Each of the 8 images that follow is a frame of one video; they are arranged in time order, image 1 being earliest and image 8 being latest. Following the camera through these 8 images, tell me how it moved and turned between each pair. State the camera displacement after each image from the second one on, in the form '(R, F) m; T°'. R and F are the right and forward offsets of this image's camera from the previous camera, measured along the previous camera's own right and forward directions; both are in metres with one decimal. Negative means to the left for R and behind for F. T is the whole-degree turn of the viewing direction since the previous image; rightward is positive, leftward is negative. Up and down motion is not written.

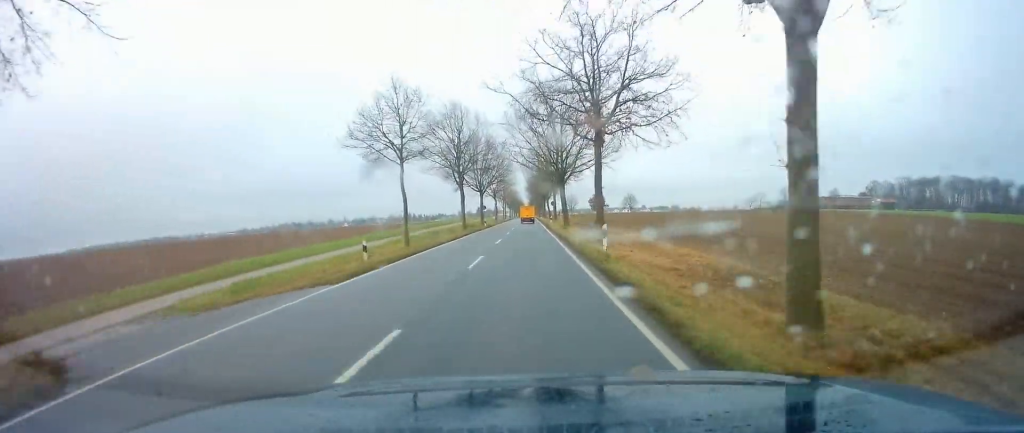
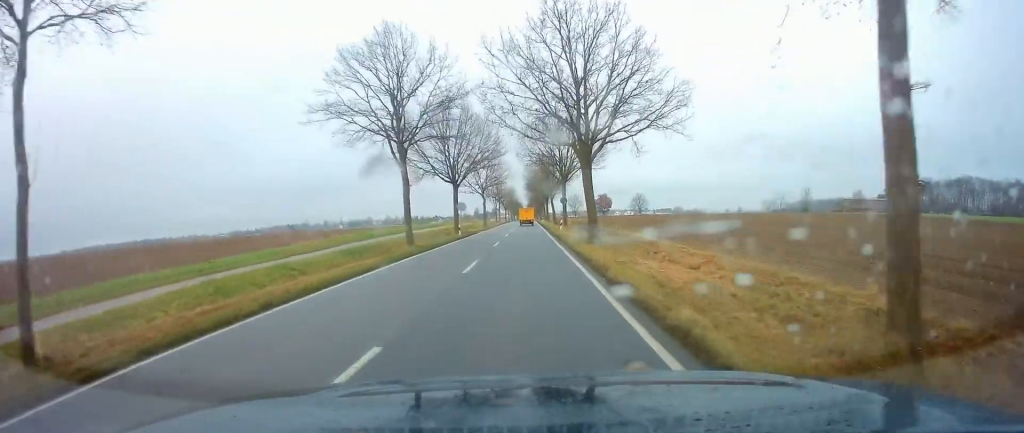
(-0.1, +24.7) m; 0°
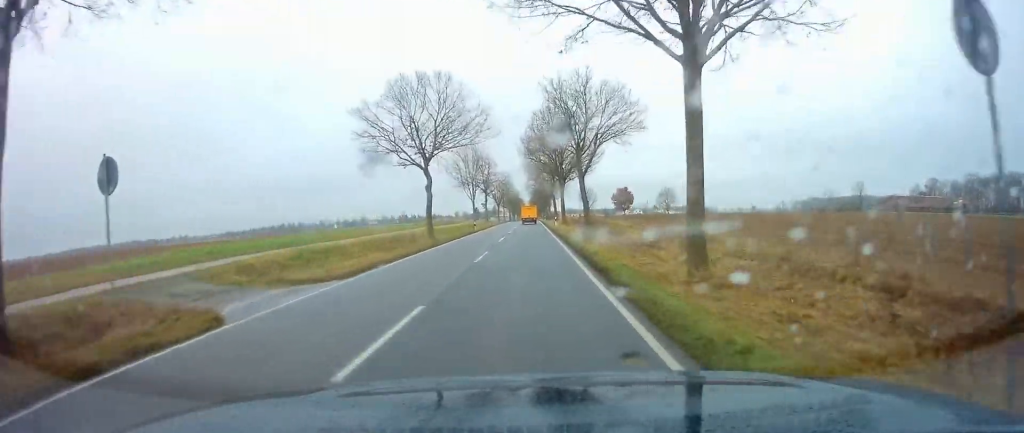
(+0.4, +44.9) m; 0°
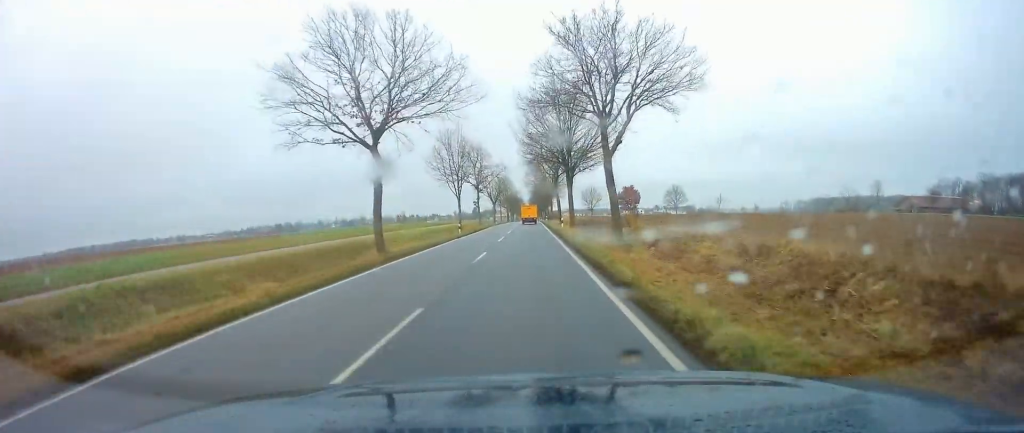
(-0.2, +12.1) m; 0°
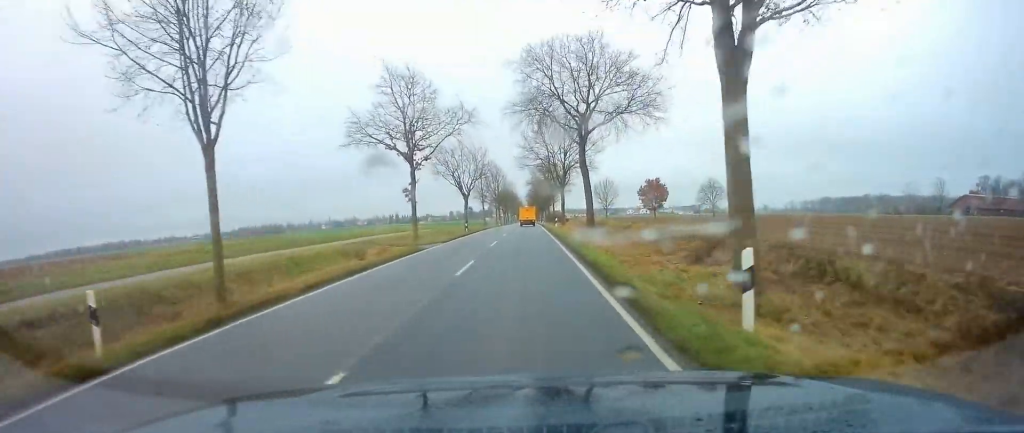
(+0.2, +39.0) m; +1°
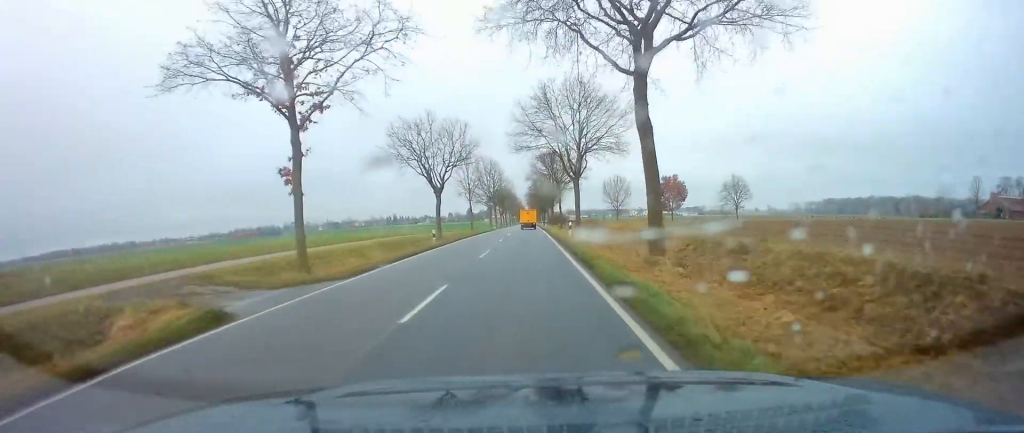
(0.0, +17.3) m; 0°
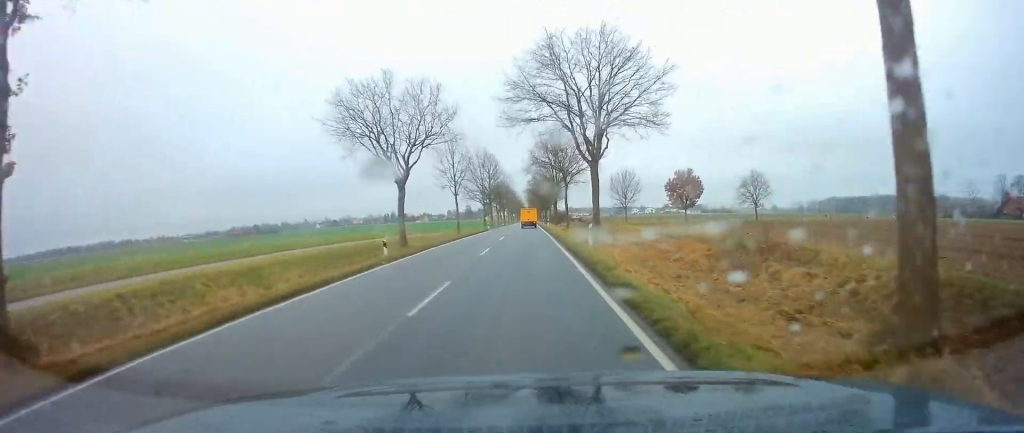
(0.0, +11.5) m; 0°
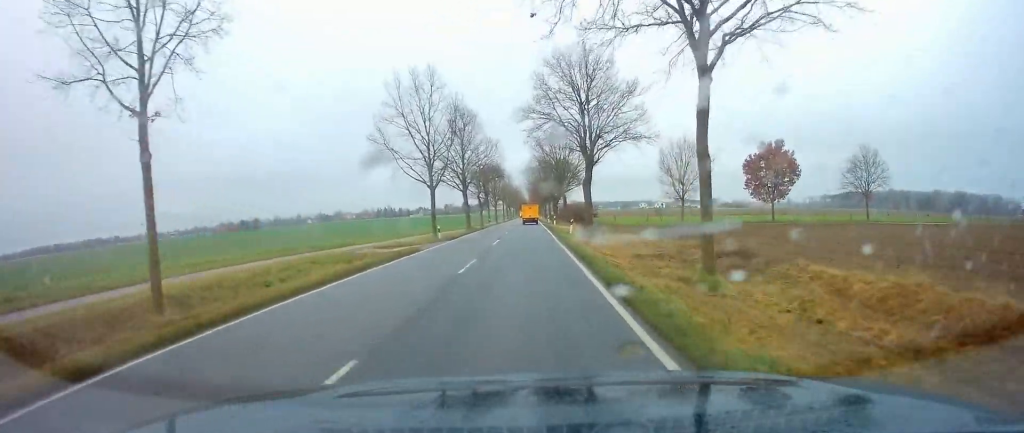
(+0.1, +42.3) m; -1°
